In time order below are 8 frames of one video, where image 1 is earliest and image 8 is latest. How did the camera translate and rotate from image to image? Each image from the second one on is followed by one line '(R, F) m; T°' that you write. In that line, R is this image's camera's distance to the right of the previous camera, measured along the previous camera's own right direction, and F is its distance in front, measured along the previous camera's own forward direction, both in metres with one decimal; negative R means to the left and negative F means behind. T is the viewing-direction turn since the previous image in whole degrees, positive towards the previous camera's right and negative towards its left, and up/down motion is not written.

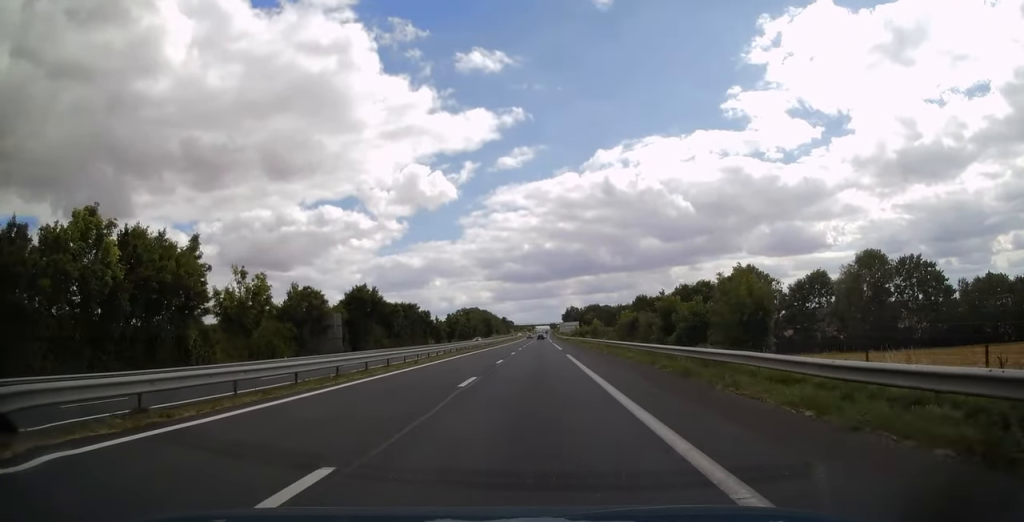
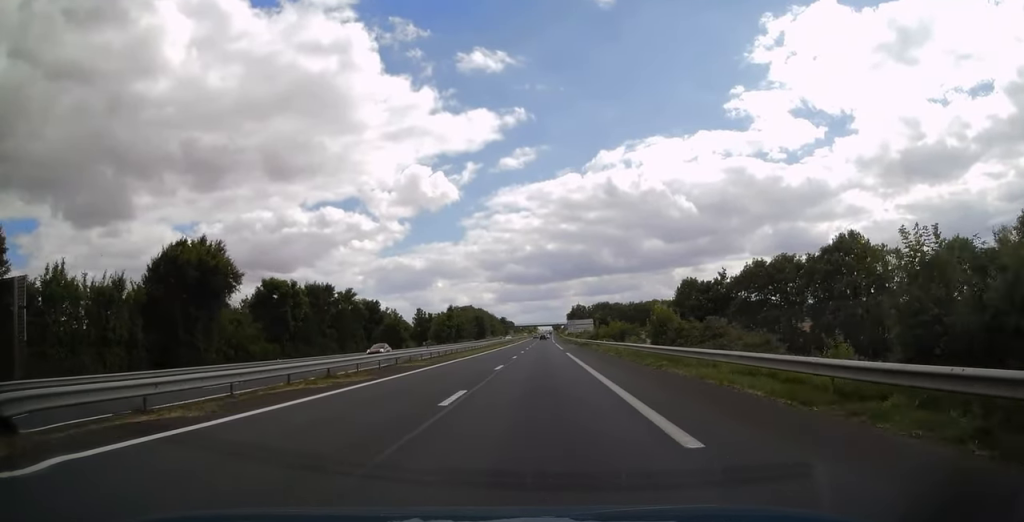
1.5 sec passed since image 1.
(-0.3, +43.1) m; 0°
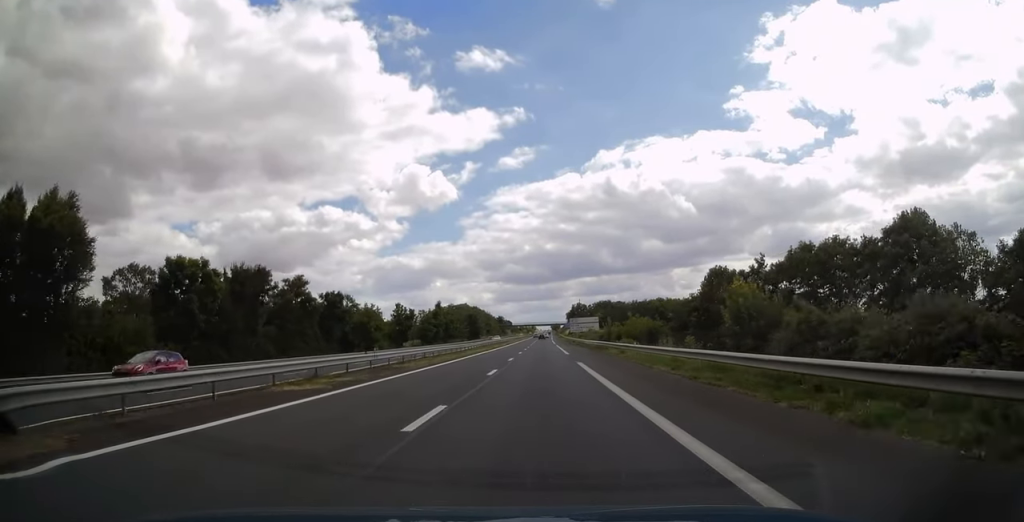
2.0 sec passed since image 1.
(0.0, +16.3) m; 0°
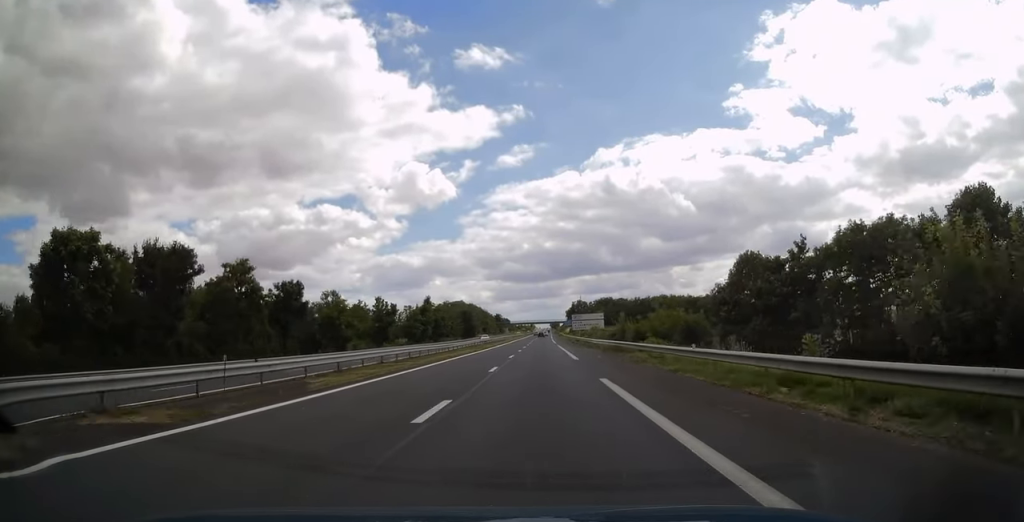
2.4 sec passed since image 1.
(0.0, +12.4) m; 0°
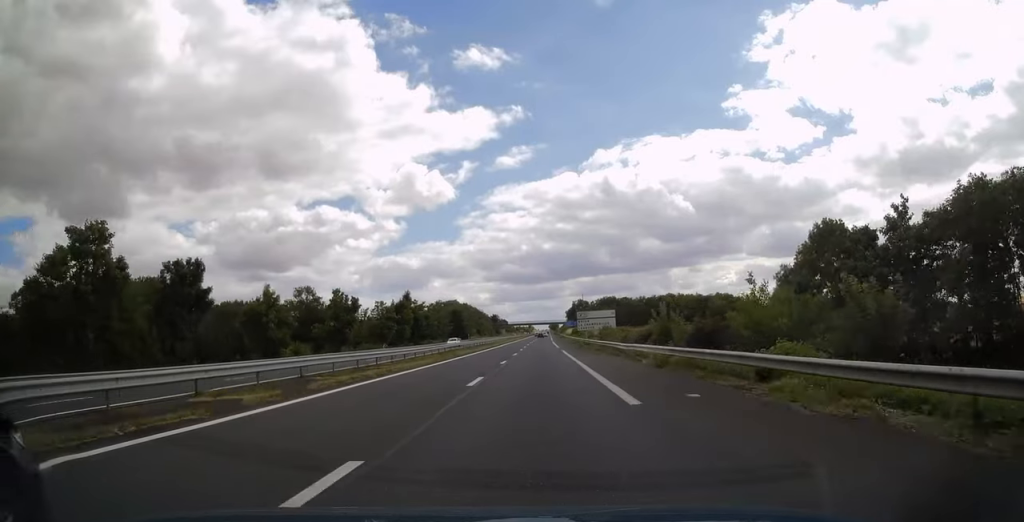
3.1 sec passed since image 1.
(+0.1, +19.3) m; 0°
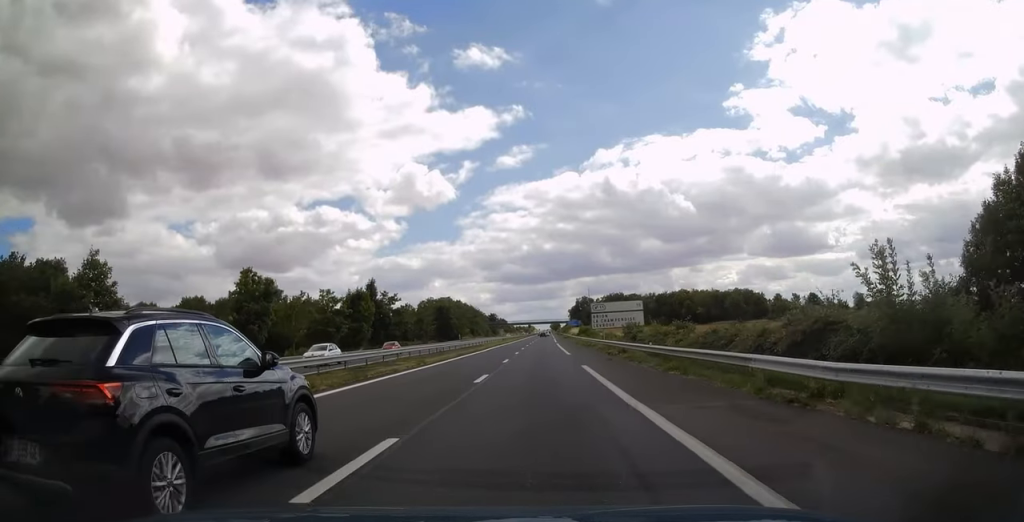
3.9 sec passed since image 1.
(-0.1, +24.7) m; 0°
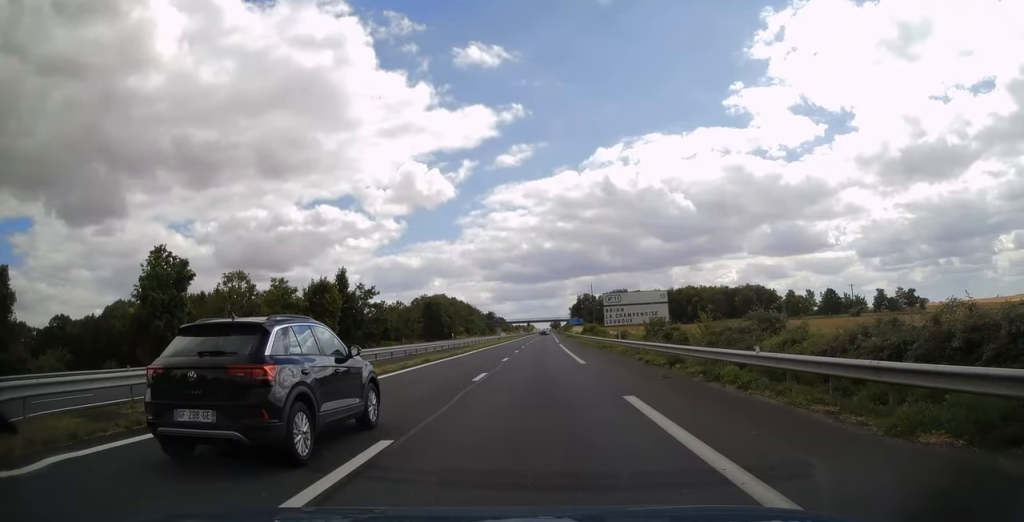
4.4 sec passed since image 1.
(0.0, +13.3) m; 0°
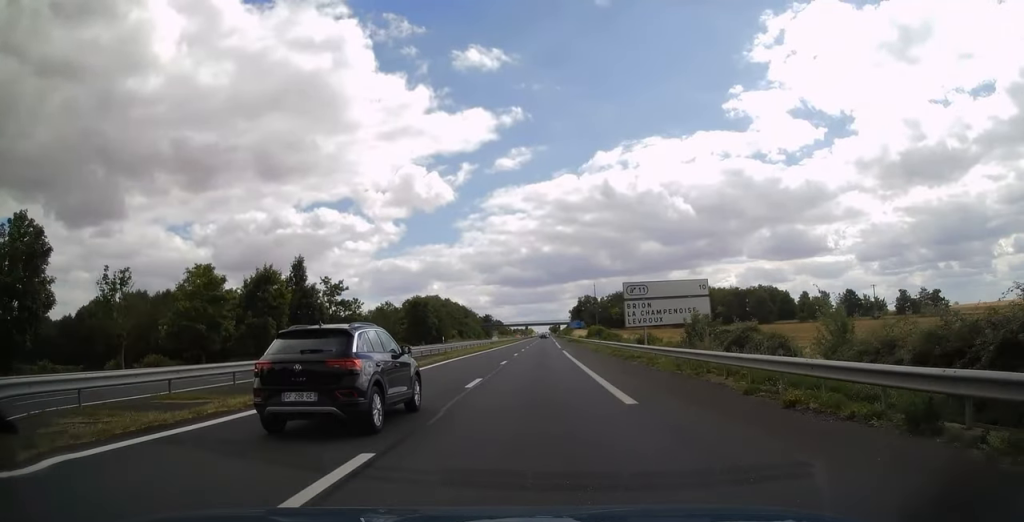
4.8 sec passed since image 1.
(+0.1, +13.8) m; 0°
